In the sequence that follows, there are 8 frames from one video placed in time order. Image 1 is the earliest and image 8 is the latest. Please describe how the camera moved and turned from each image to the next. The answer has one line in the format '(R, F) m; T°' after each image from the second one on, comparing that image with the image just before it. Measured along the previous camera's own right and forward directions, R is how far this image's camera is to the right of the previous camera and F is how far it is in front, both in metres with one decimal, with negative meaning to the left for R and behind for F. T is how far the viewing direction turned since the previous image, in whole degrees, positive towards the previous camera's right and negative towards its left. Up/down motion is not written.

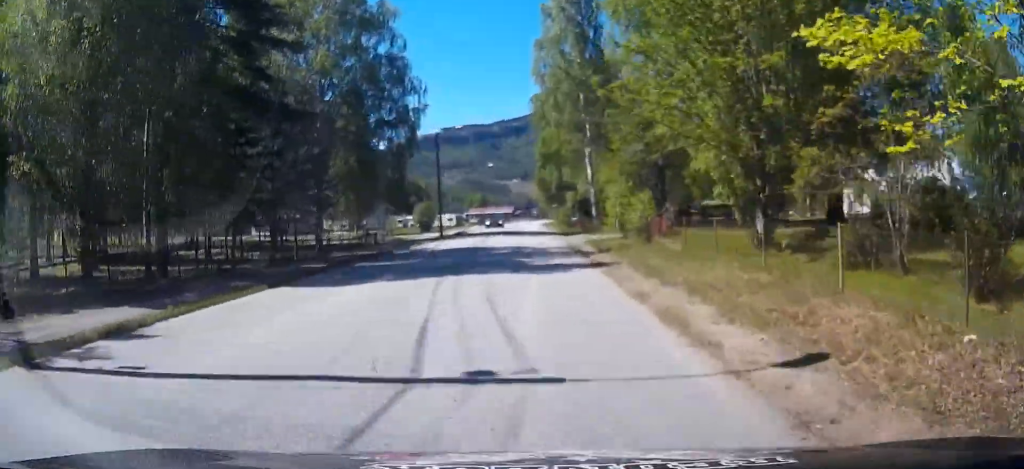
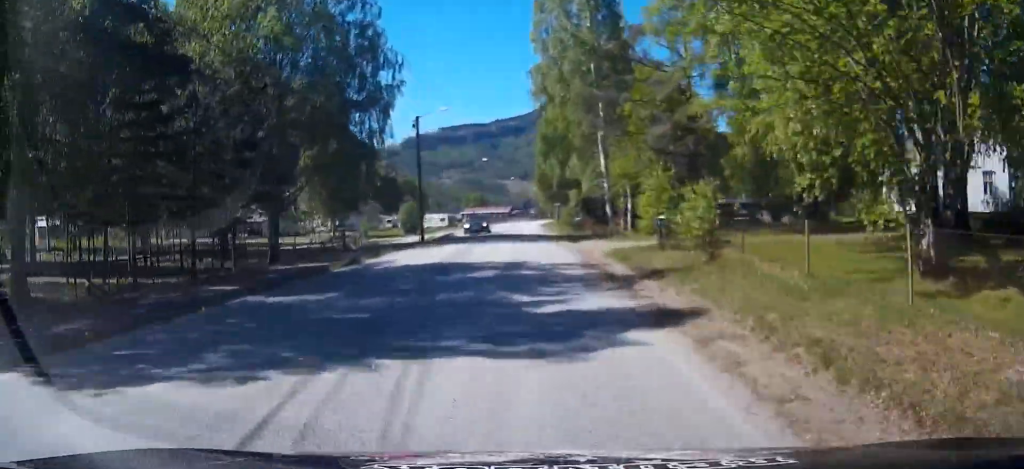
(-0.2, +8.1) m; 0°
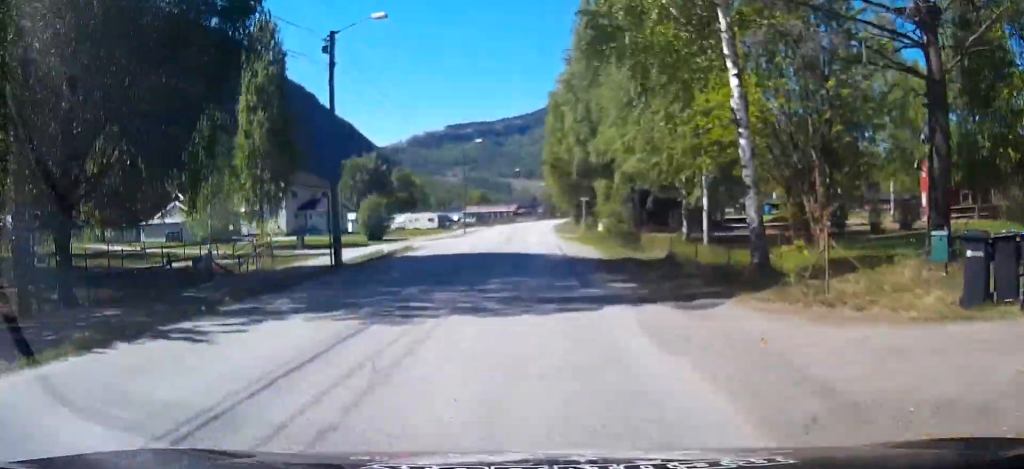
(+0.2, +20.0) m; 0°
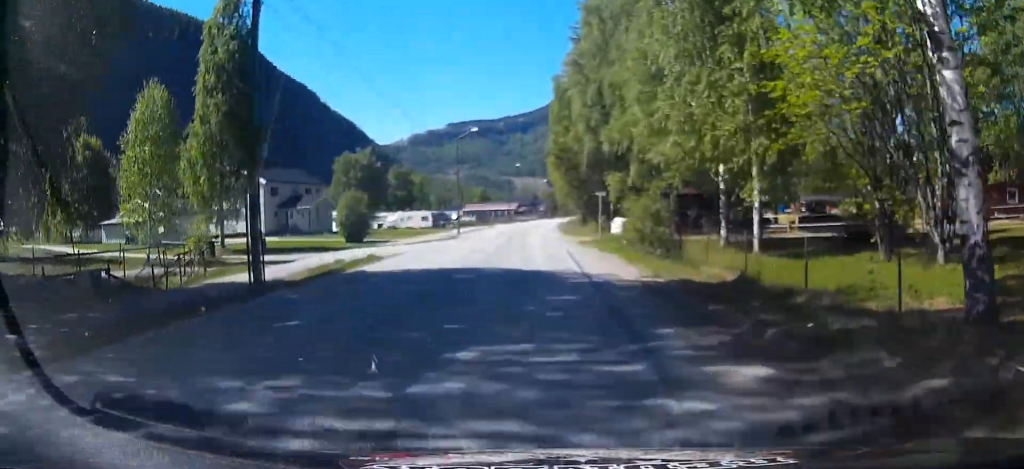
(-0.2, +6.7) m; -2°
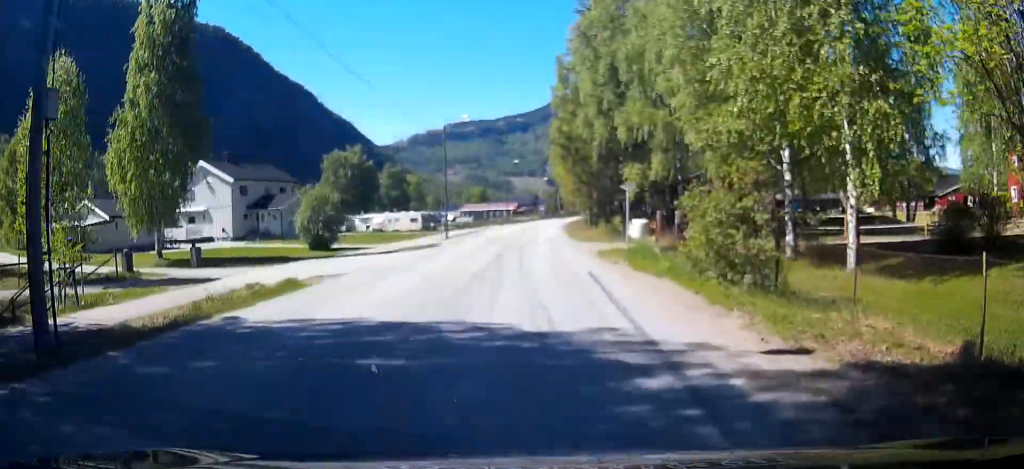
(-0.1, +7.6) m; -1°
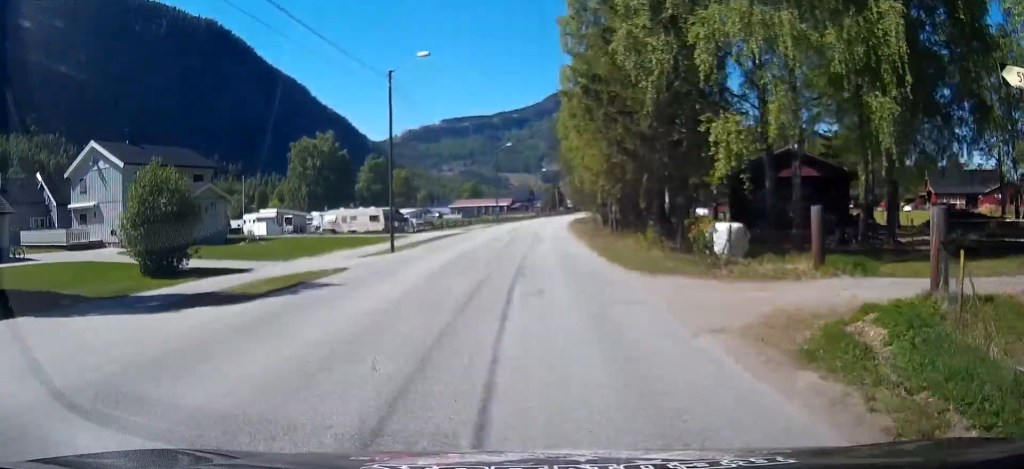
(0.0, +17.2) m; +1°
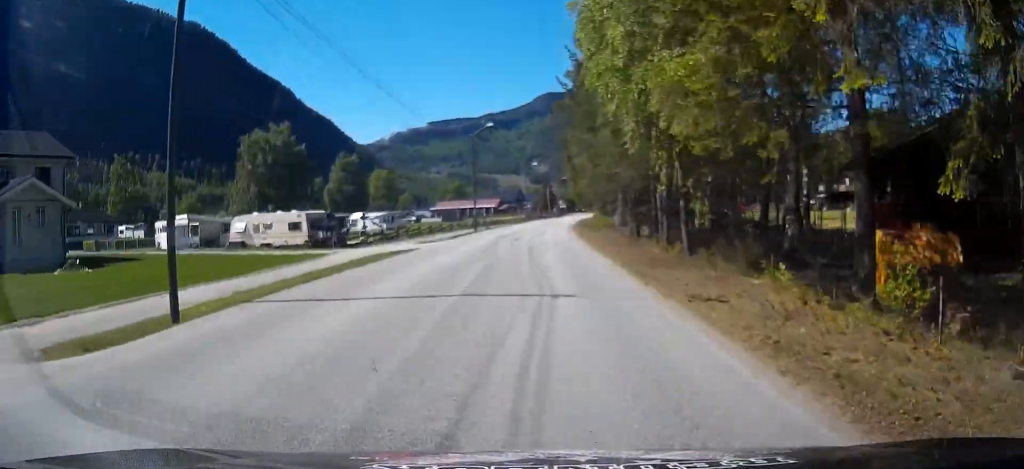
(+0.2, +17.6) m; +1°
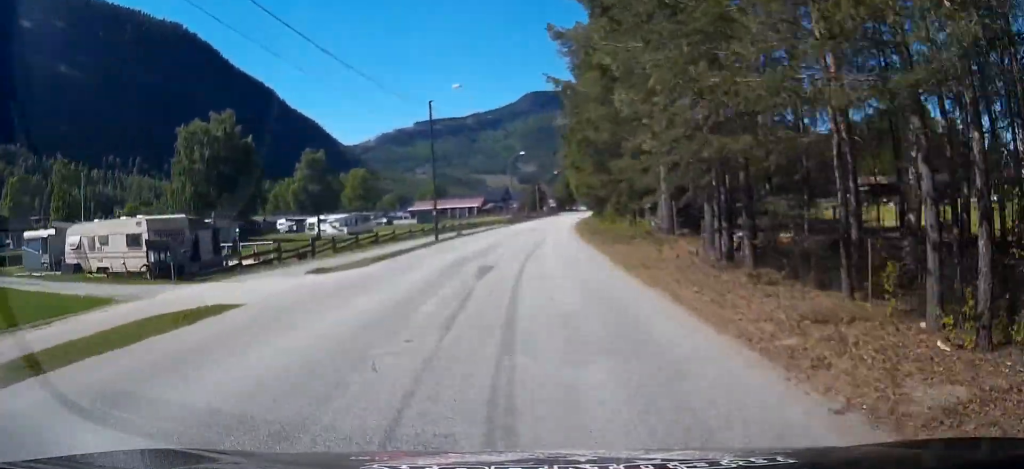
(+0.3, +16.3) m; +2°
